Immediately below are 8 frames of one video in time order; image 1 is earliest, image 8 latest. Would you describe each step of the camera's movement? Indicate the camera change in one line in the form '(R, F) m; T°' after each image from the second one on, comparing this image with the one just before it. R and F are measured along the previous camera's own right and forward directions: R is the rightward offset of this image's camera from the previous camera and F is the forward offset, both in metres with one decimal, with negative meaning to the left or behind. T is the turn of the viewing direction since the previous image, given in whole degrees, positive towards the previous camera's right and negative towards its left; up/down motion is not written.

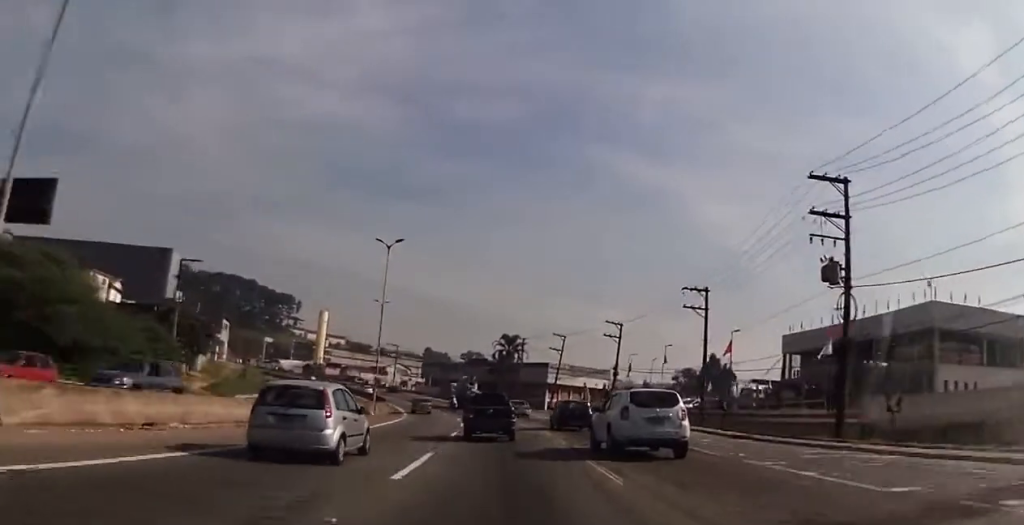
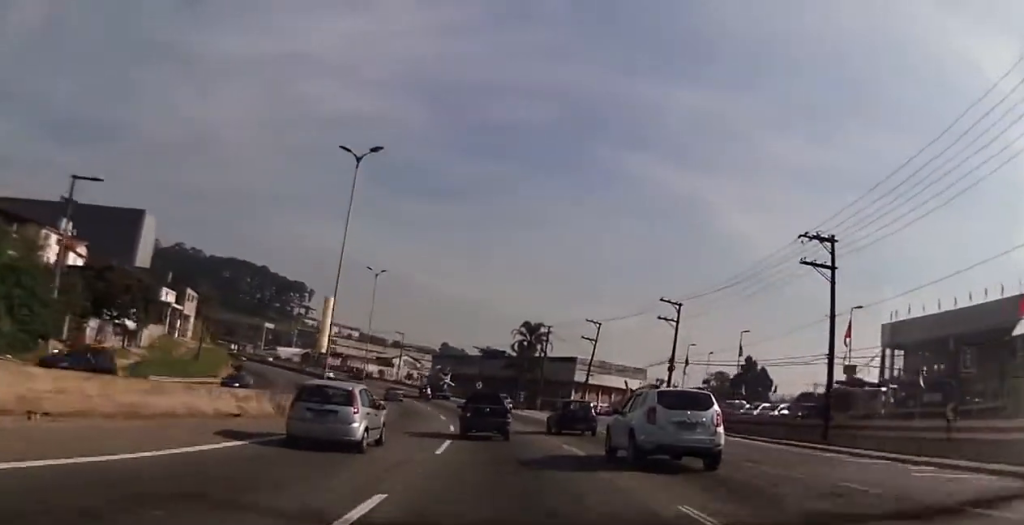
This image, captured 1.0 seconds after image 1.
(-0.2, +19.2) m; -1°
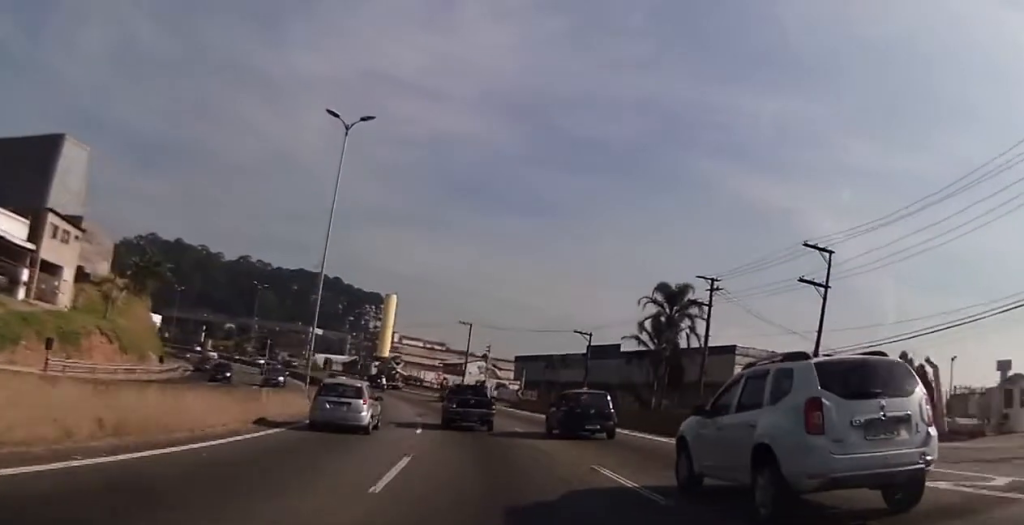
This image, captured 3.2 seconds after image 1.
(-0.4, +44.1) m; -4°
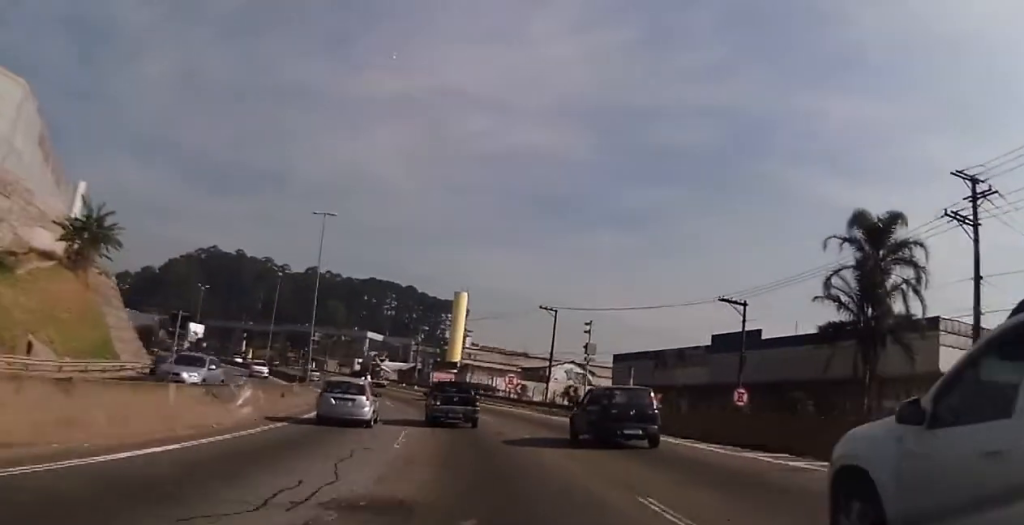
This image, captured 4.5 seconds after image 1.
(-1.7, +25.2) m; -7°
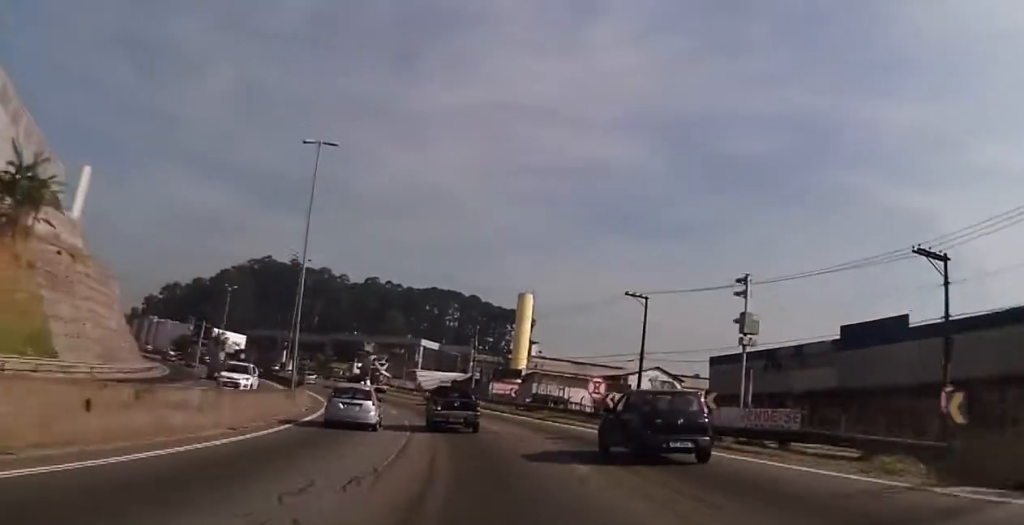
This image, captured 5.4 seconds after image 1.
(-0.4, +16.2) m; -5°
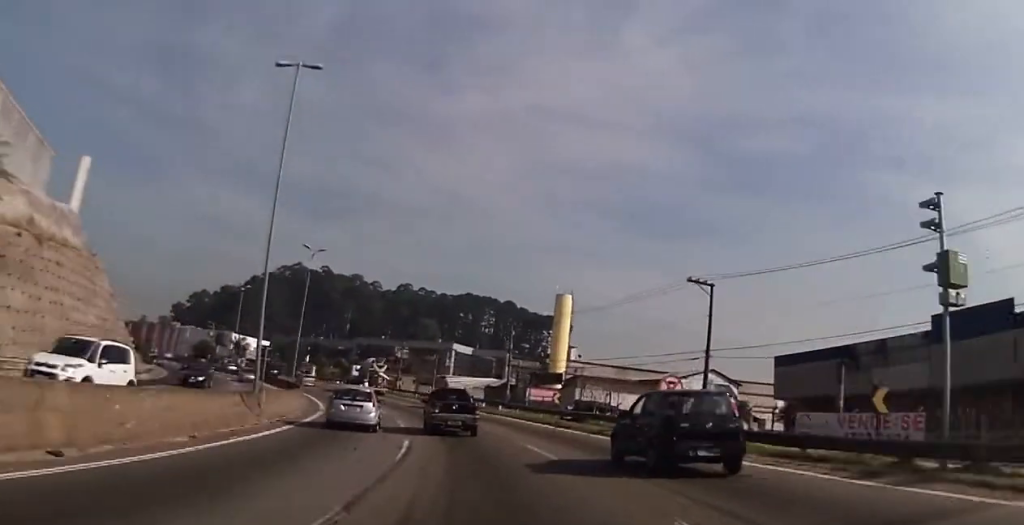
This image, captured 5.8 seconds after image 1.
(-0.6, +9.0) m; -3°
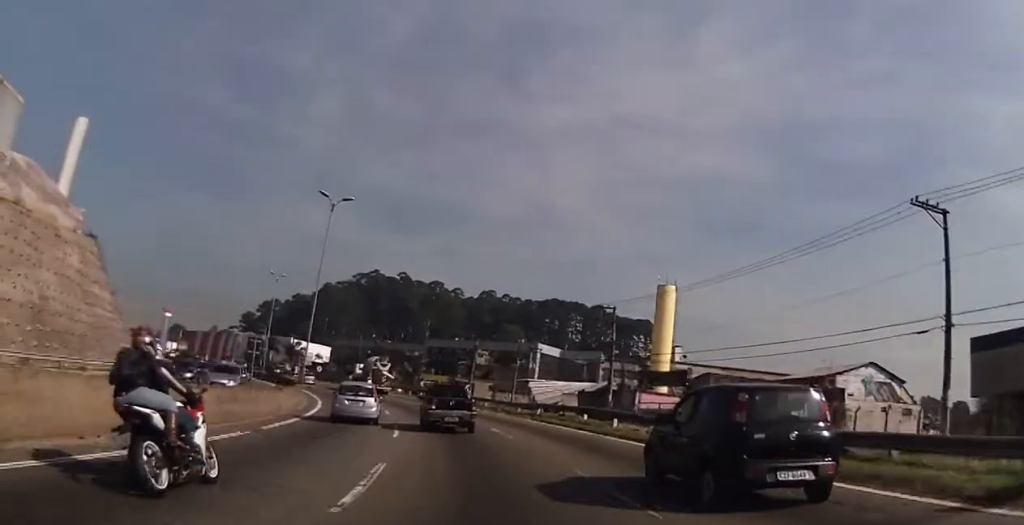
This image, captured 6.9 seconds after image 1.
(-1.2, +19.8) m; -6°
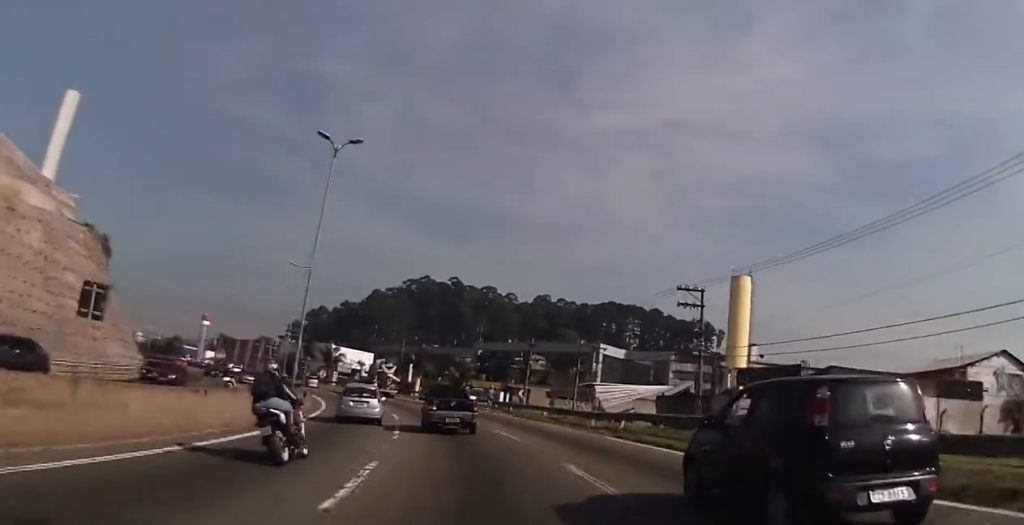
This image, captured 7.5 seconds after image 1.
(-0.3, +12.0) m; -3°
